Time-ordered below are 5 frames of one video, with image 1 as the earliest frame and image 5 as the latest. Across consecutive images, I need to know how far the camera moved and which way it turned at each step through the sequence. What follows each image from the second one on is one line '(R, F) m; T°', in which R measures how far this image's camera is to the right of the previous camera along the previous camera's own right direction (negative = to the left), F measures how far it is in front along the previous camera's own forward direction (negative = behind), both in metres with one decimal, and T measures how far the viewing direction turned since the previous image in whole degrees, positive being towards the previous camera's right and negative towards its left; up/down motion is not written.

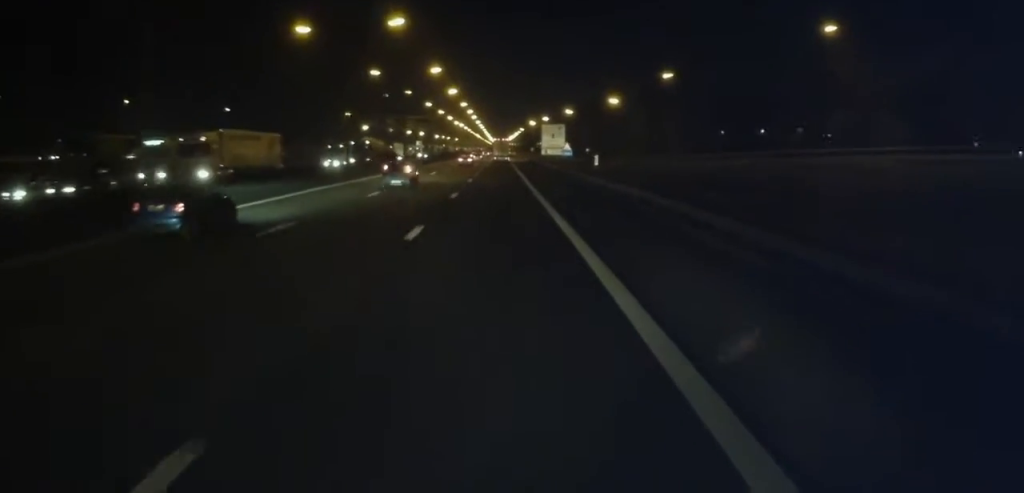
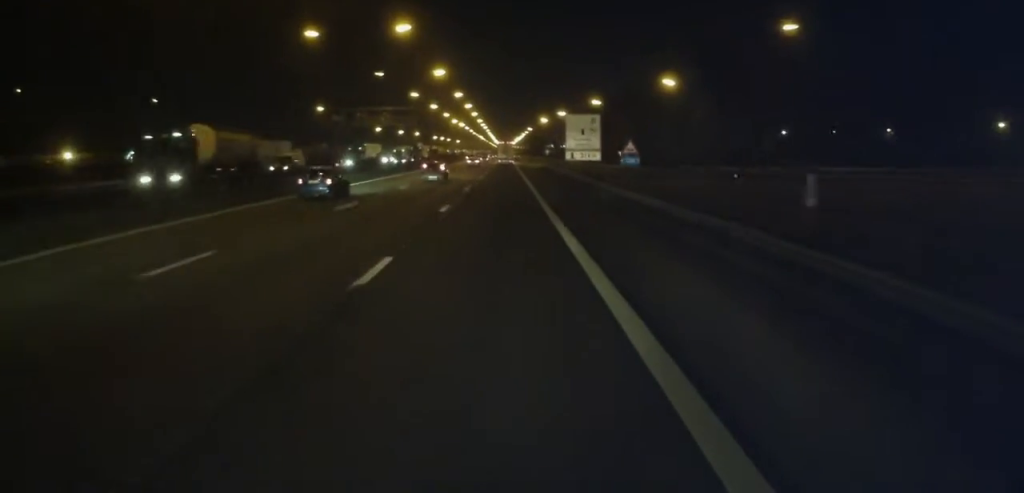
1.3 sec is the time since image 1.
(+0.4, +29.4) m; 0°
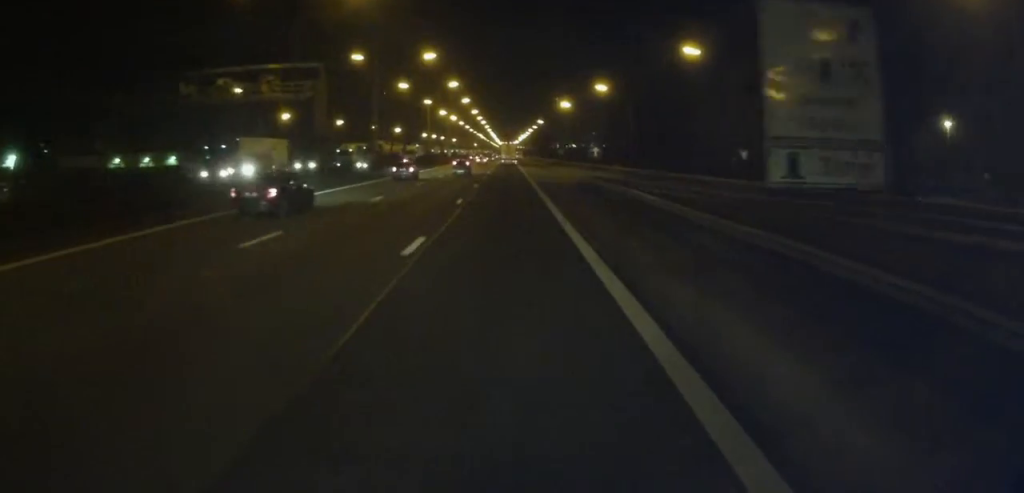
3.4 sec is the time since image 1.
(-0.7, +47.1) m; -1°
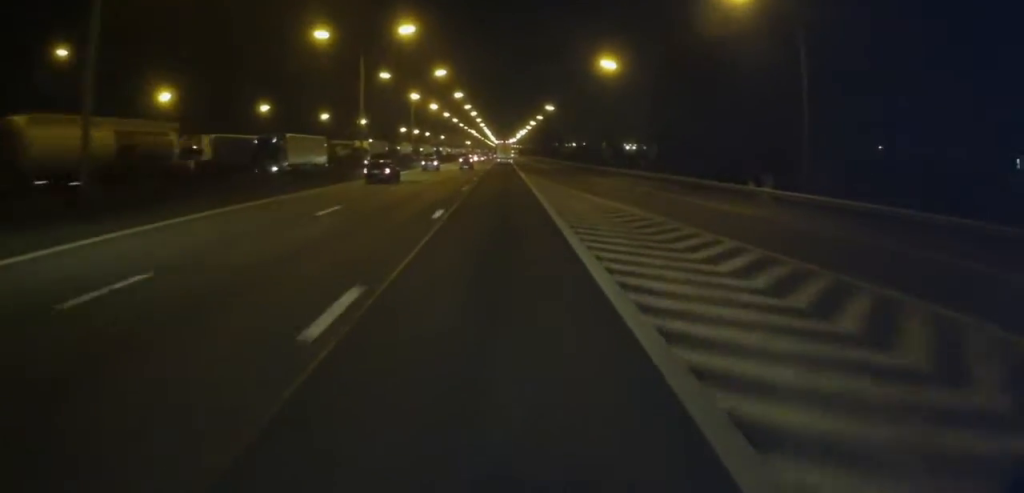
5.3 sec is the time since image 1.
(-0.3, +44.5) m; 0°
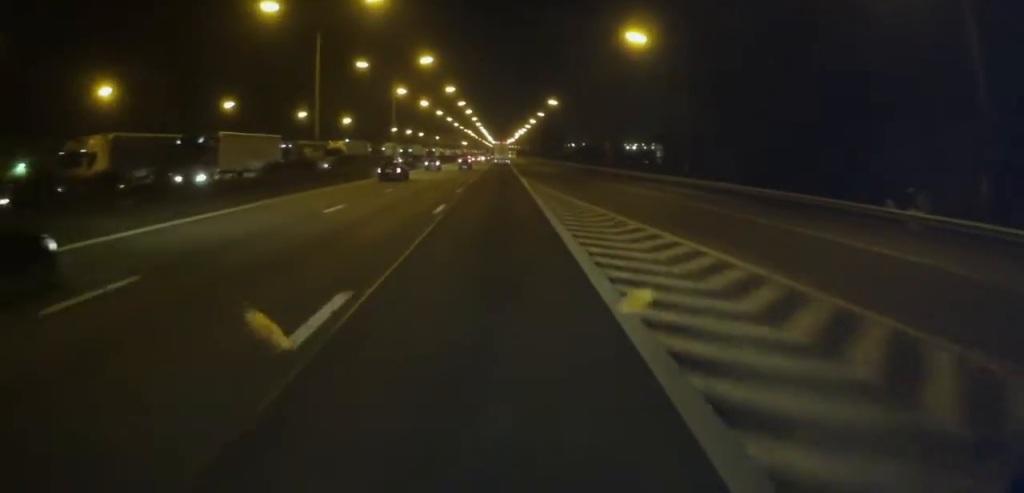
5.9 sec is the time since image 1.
(+0.1, +13.2) m; 0°
